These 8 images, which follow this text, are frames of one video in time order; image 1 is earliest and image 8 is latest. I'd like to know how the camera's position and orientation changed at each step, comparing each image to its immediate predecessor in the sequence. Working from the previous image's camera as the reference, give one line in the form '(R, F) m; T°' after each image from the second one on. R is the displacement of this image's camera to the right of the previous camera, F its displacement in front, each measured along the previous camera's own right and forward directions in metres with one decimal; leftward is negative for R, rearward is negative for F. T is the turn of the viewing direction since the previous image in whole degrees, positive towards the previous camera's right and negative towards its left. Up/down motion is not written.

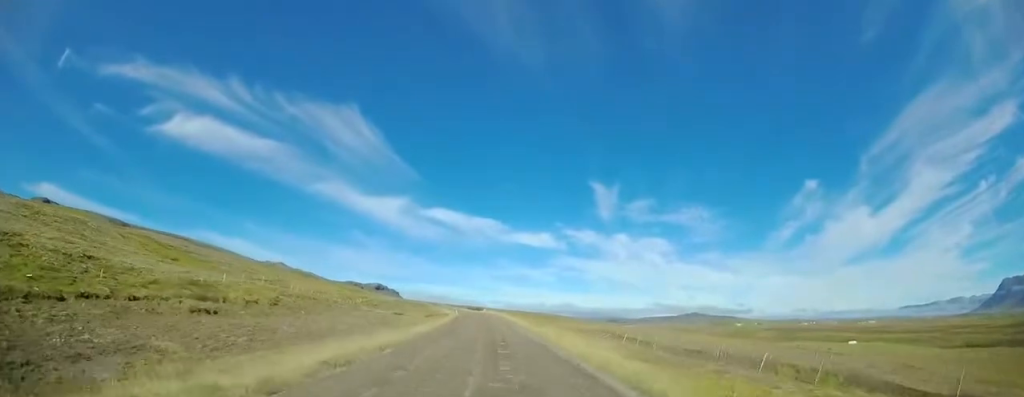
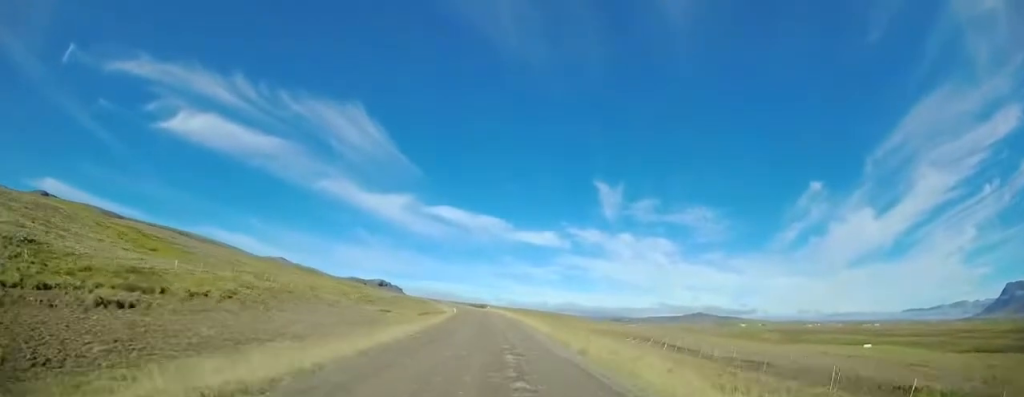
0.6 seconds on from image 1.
(0.0, +9.6) m; 0°
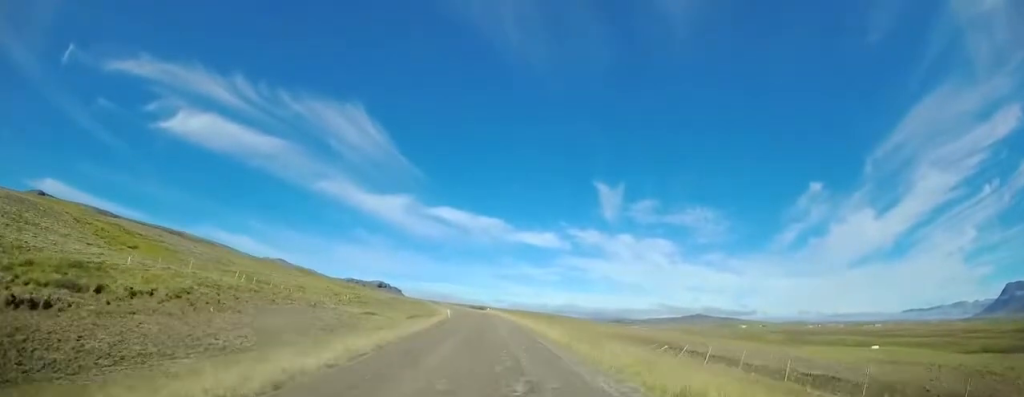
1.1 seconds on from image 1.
(0.0, +7.0) m; 0°
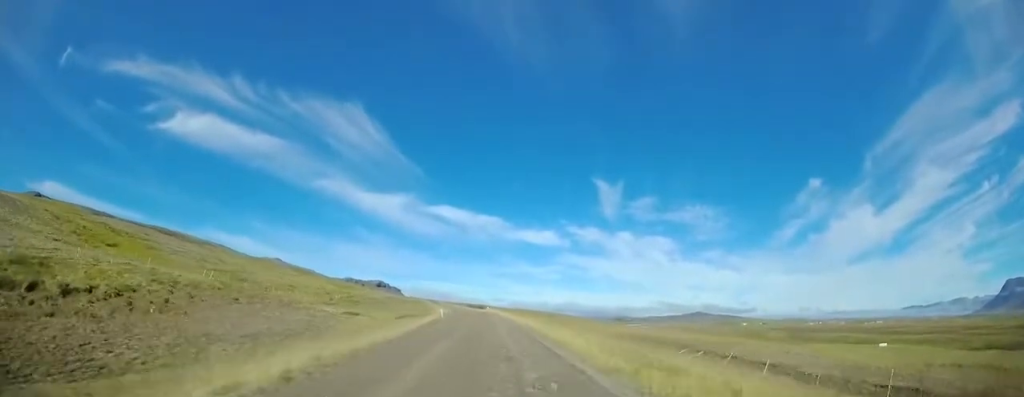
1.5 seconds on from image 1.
(0.0, +6.4) m; 0°
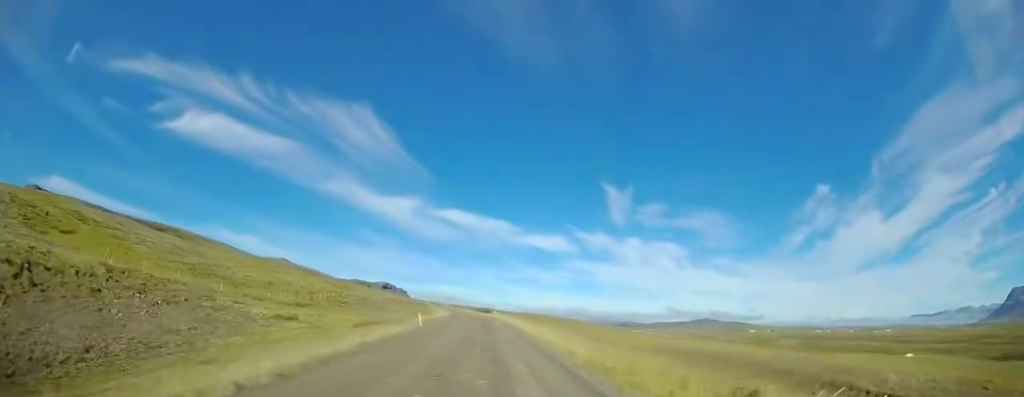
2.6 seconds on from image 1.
(-0.1, +15.8) m; -1°
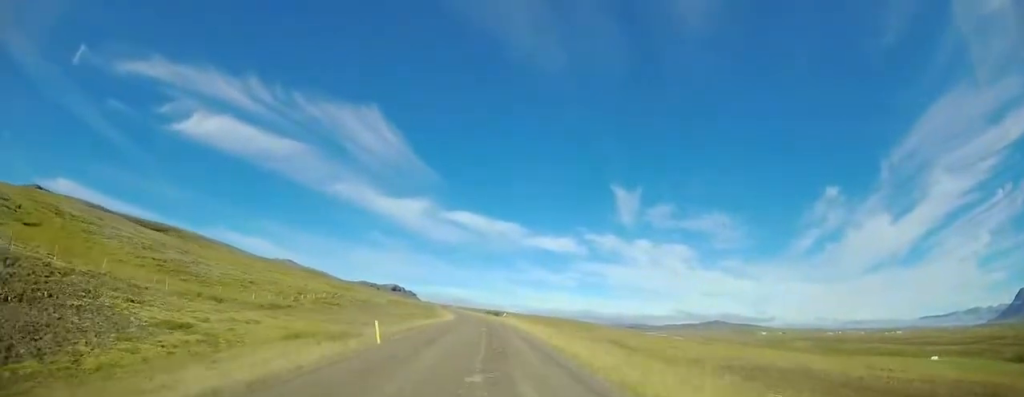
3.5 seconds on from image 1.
(-0.1, +12.0) m; -1°
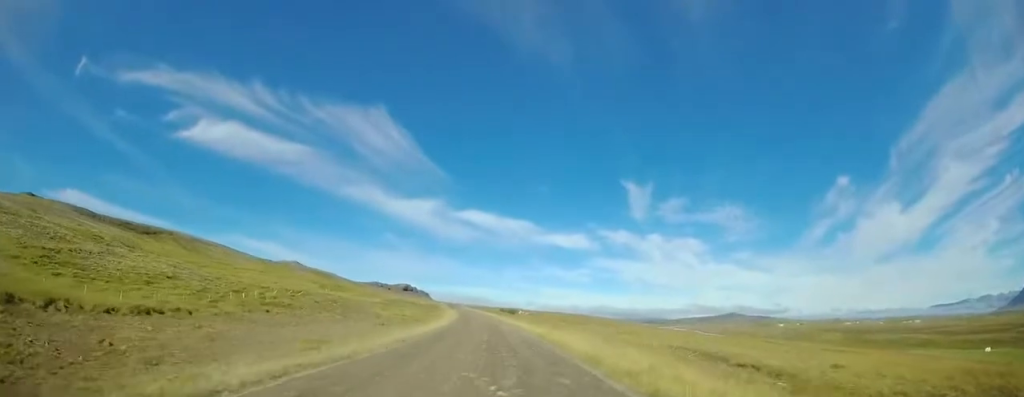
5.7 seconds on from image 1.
(-0.8, +28.7) m; -3°
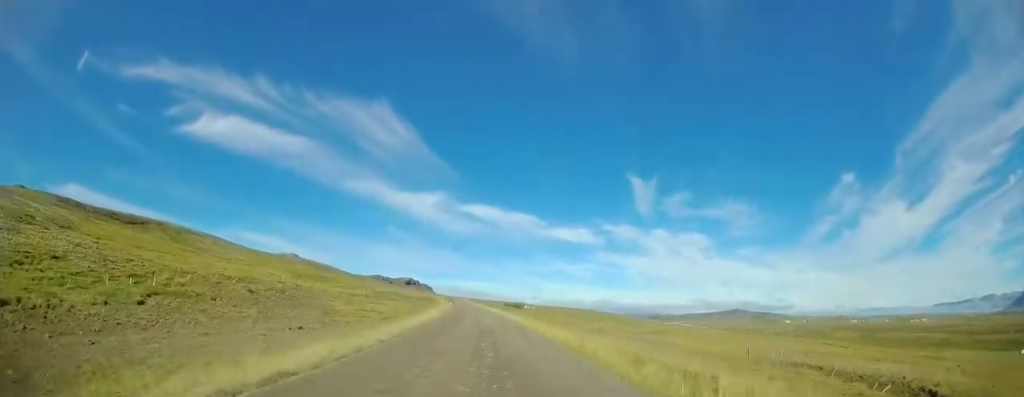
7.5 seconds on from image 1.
(-0.3, +23.4) m; -2°
